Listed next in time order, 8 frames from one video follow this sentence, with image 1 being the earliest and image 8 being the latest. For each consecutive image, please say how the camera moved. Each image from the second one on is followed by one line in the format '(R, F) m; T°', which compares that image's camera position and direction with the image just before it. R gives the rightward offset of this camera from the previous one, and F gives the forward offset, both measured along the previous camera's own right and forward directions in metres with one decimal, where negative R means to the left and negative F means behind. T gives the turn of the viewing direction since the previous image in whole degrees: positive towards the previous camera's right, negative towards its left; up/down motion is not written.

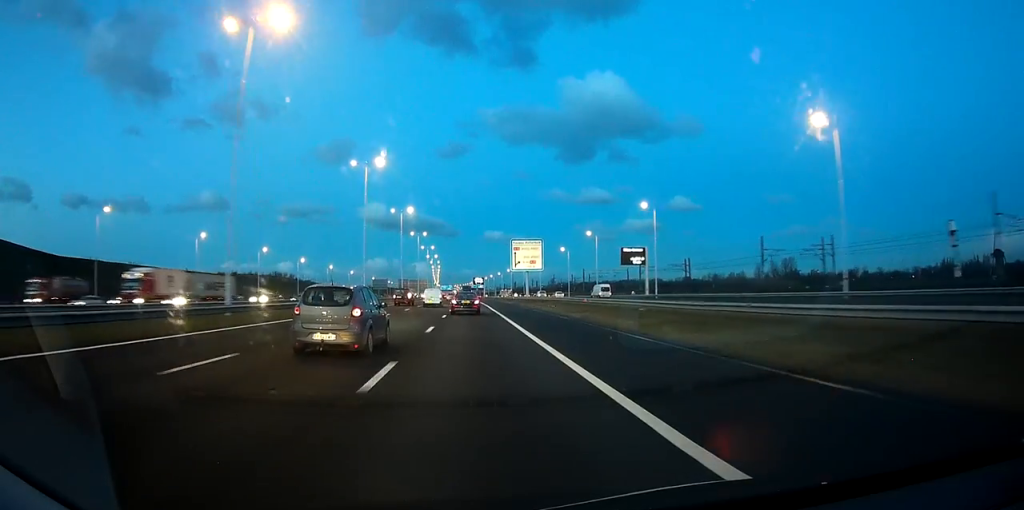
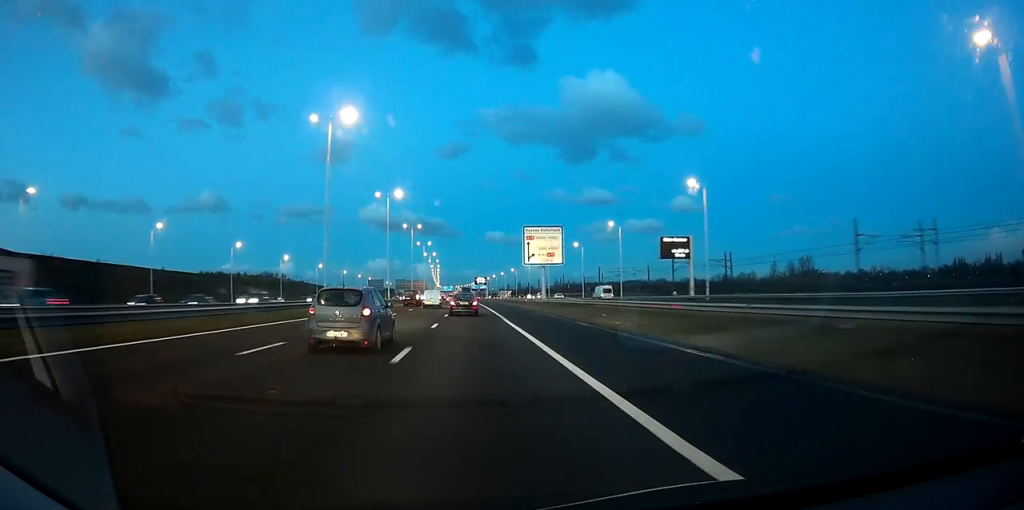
(0.0, +20.4) m; 0°
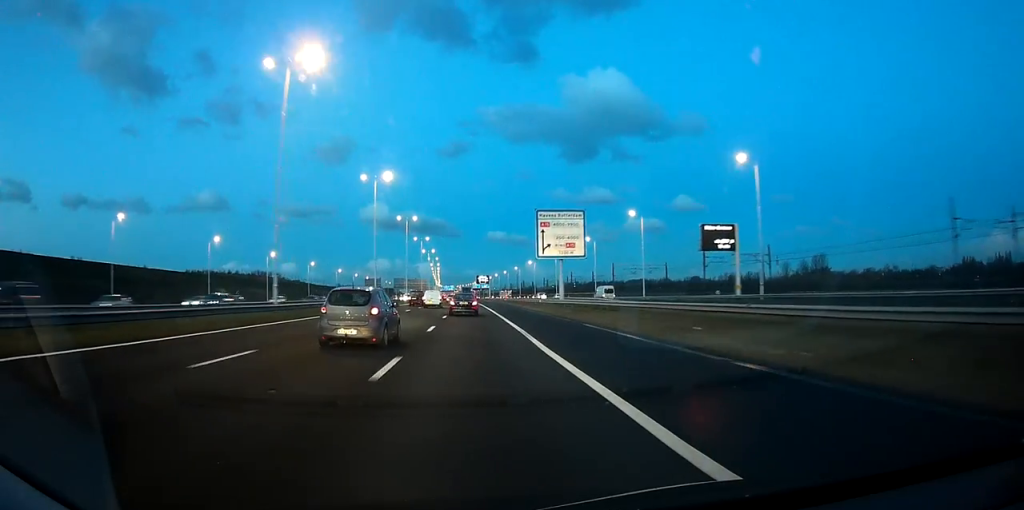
(0.0, +14.2) m; 0°
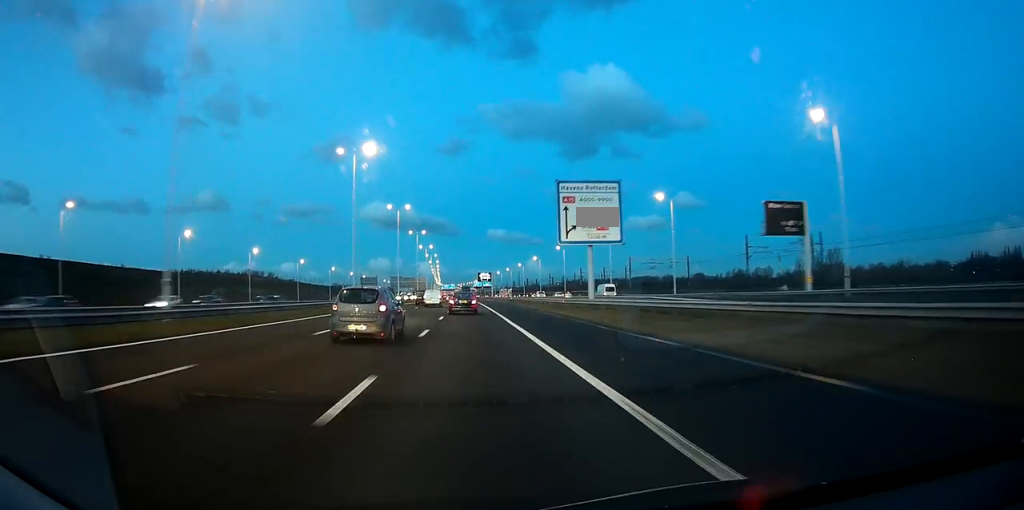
(0.0, +15.2) m; 0°
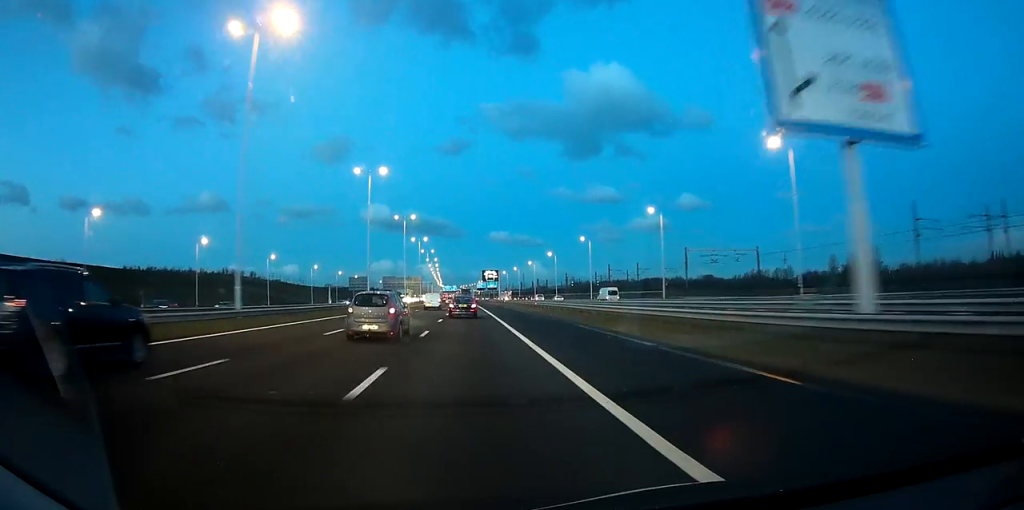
(+0.1, +34.0) m; 0°
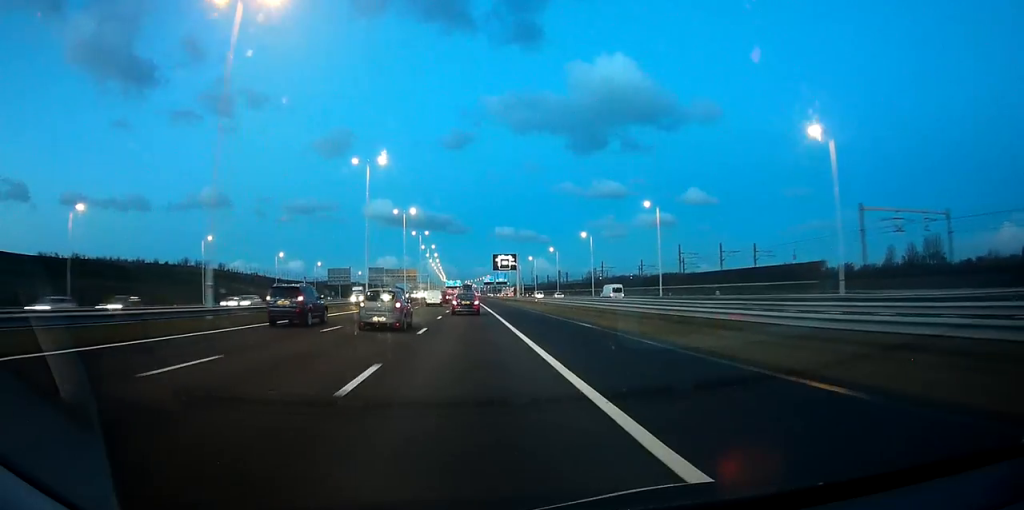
(-0.2, +47.7) m; -1°
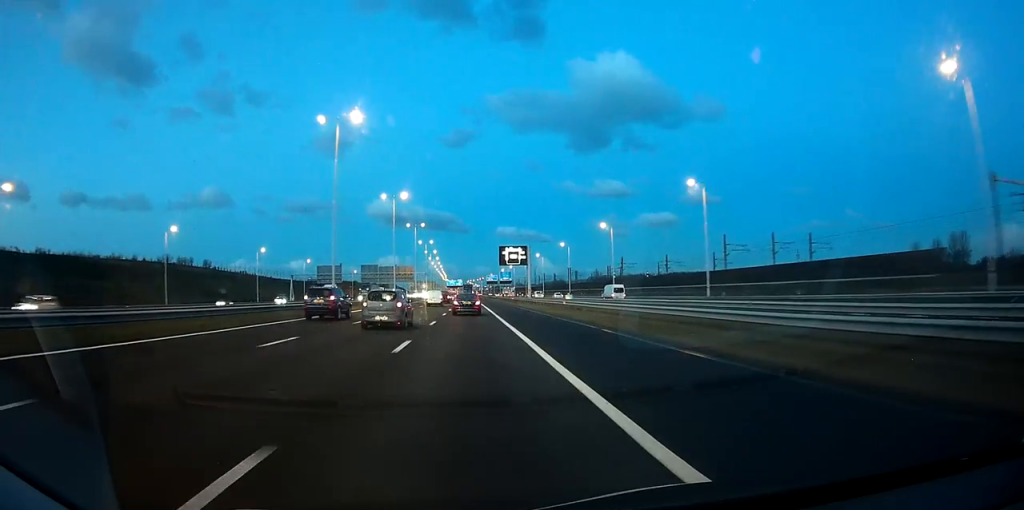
(-0.2, +18.0) m; -1°
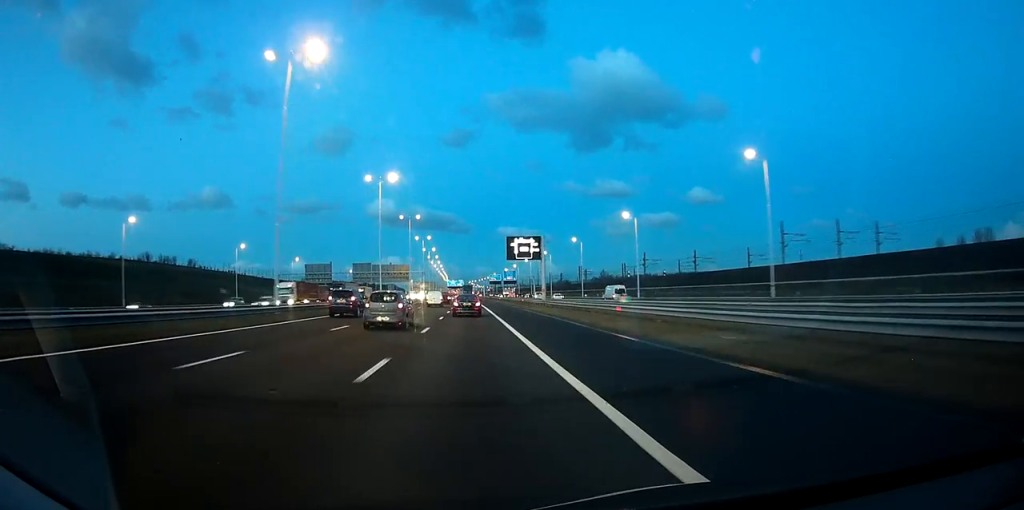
(0.0, +16.3) m; 0°
